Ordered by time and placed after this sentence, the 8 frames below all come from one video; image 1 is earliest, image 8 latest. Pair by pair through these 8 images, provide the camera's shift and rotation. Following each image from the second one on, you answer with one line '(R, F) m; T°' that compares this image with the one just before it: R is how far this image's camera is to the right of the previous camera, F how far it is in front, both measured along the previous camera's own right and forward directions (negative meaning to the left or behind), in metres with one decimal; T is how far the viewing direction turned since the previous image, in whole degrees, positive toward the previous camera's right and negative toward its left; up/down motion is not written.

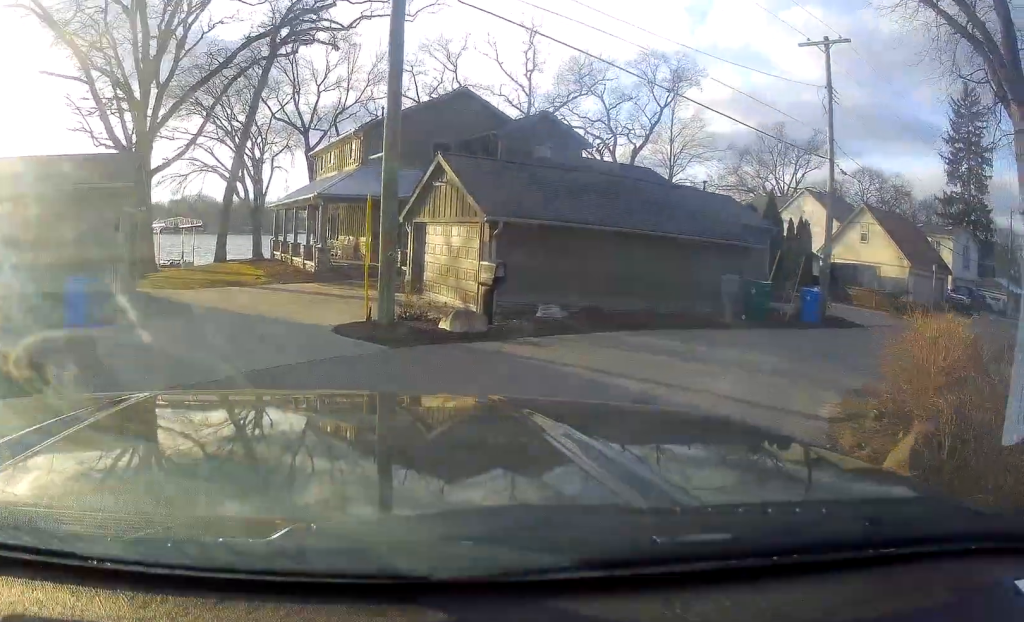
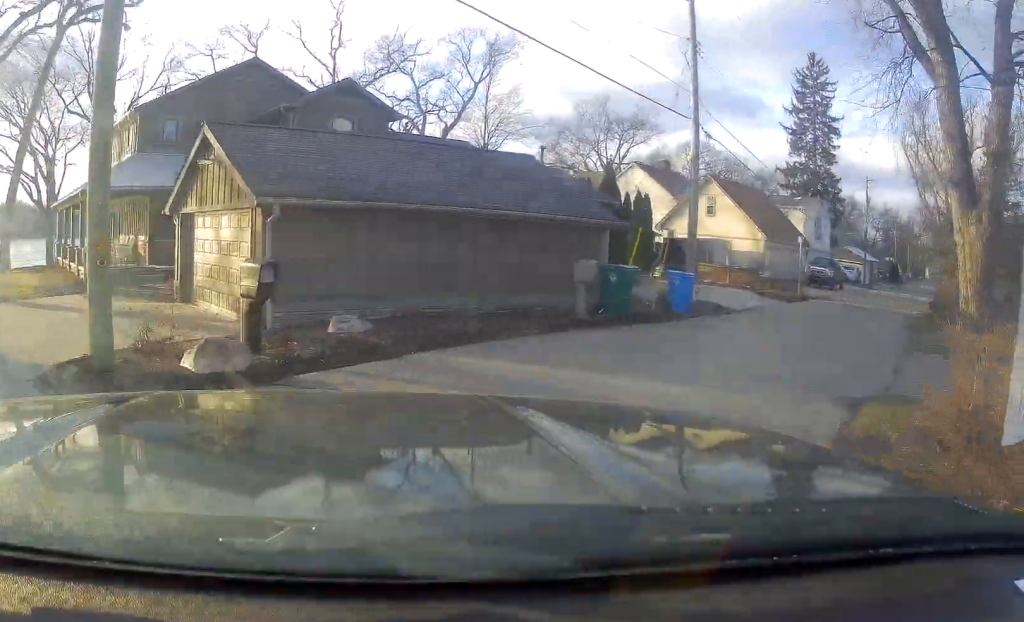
(+0.6, +4.4) m; +15°
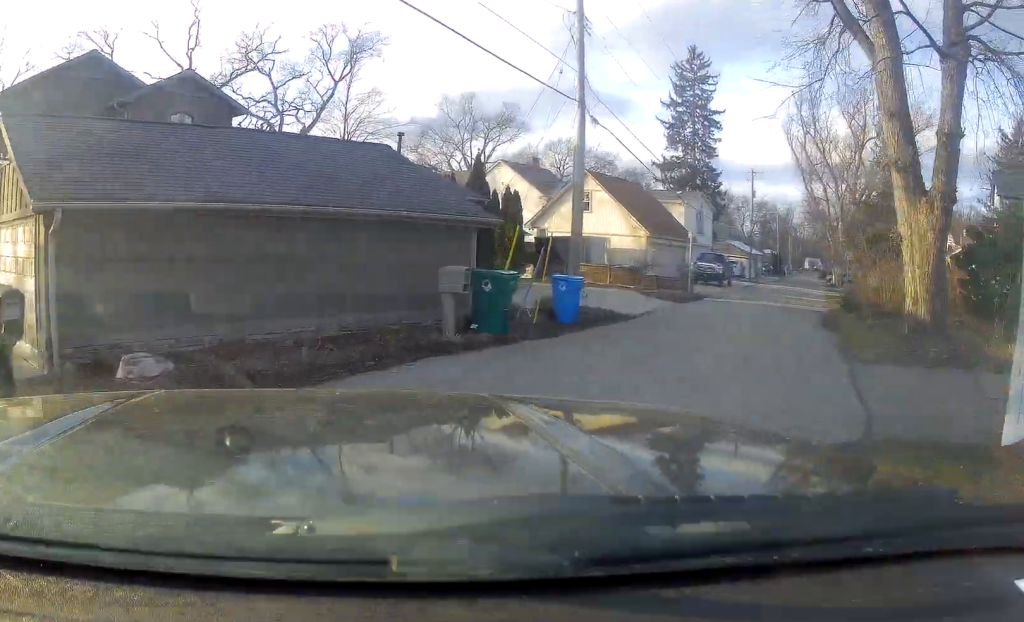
(+0.3, +2.6) m; +9°
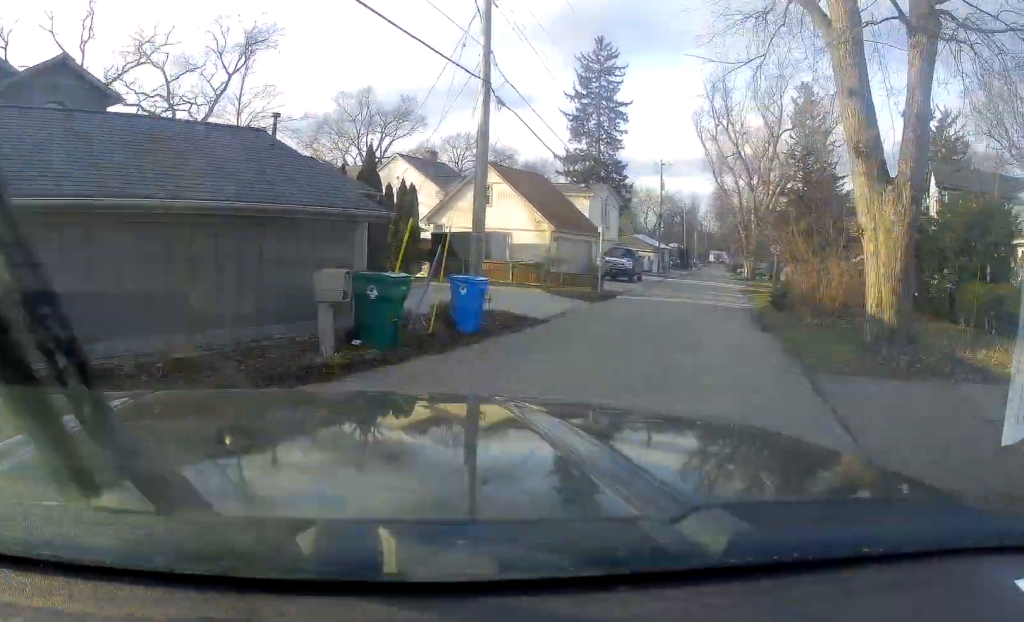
(0.0, +1.9) m; +6°
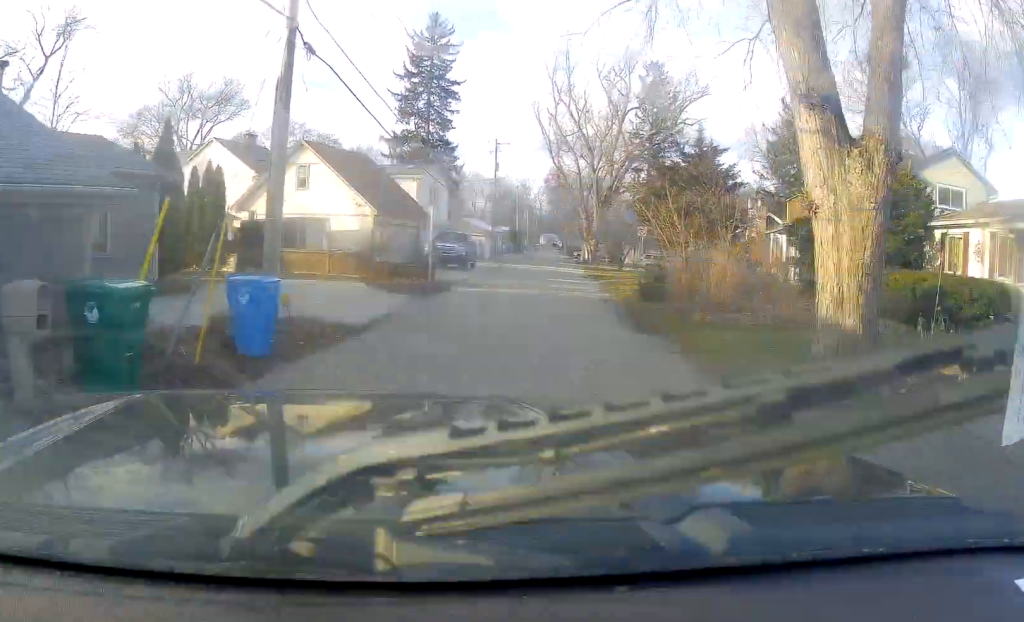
(+0.3, +3.2) m; +9°
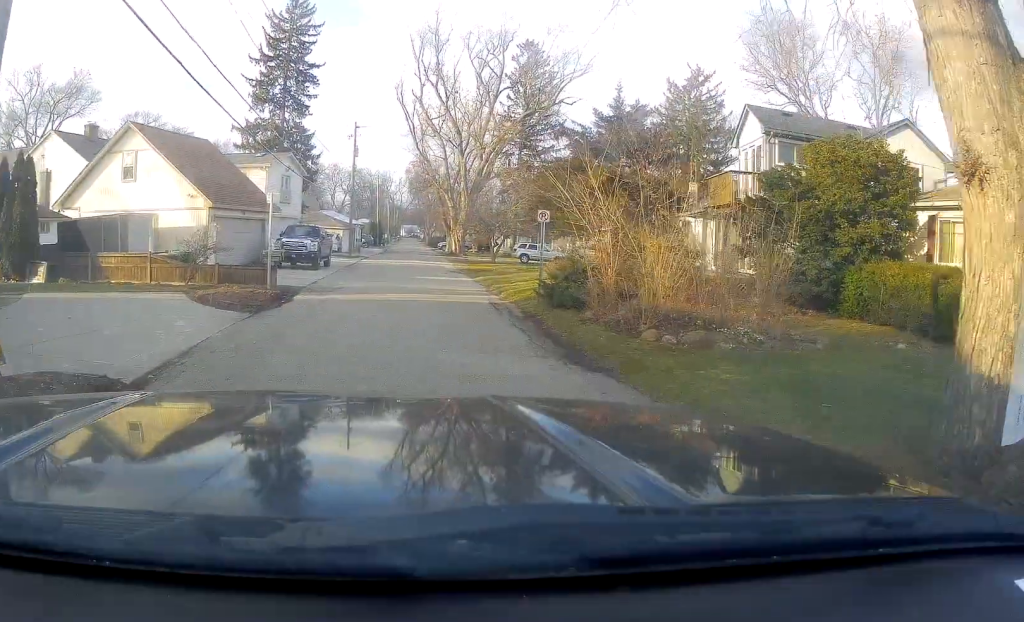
(+0.4, +4.4) m; +5°
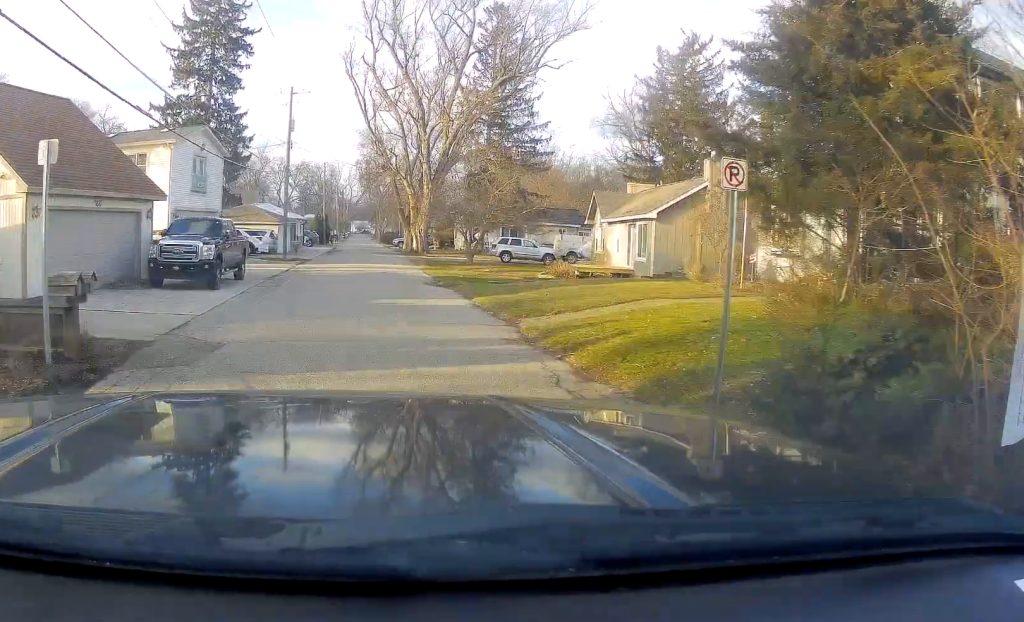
(+0.1, +9.4) m; +12°
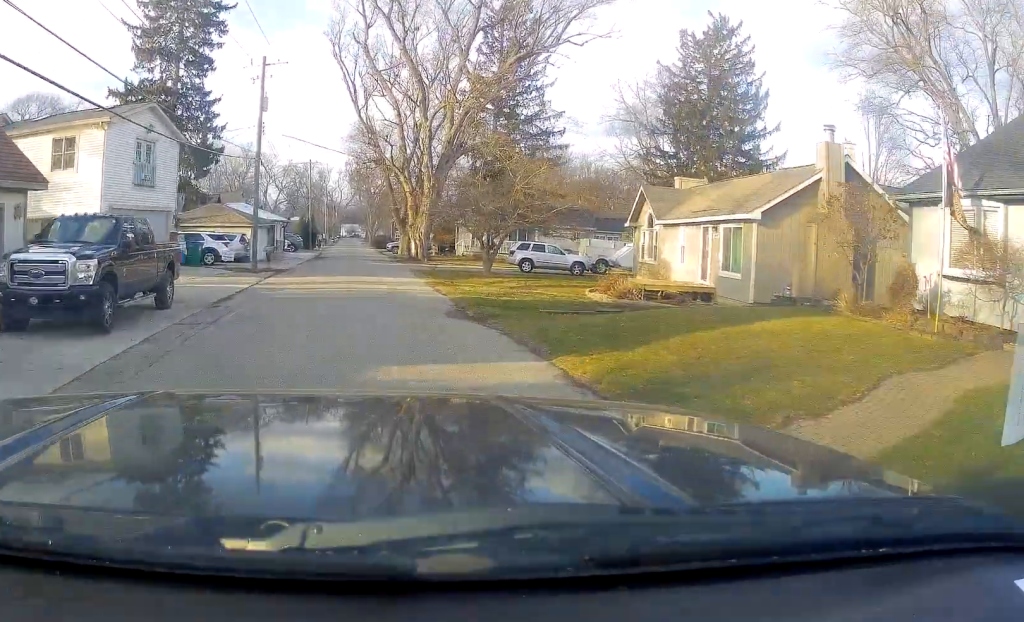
(+1.3, +7.0) m; +2°
